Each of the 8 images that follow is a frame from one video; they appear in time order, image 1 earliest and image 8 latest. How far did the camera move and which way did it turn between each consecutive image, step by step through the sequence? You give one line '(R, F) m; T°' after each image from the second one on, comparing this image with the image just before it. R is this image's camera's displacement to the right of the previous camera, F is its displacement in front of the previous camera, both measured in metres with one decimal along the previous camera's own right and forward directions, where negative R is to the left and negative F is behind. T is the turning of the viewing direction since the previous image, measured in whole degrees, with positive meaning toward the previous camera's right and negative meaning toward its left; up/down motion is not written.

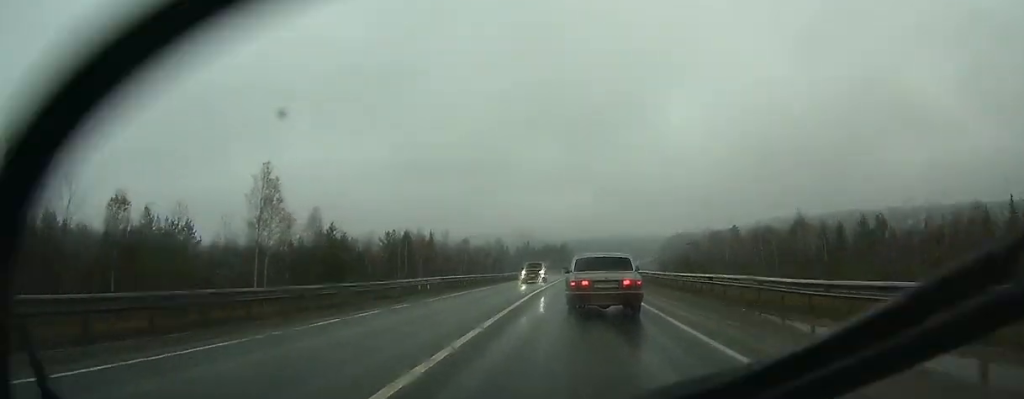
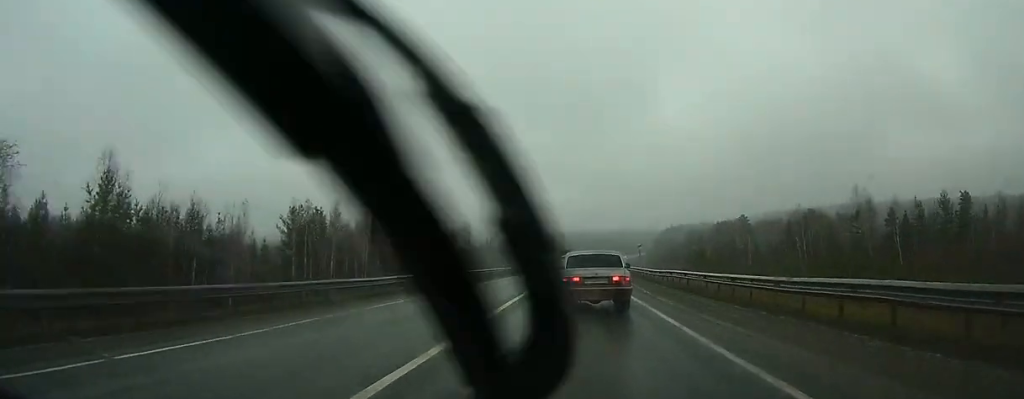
(+0.4, +35.9) m; +1°
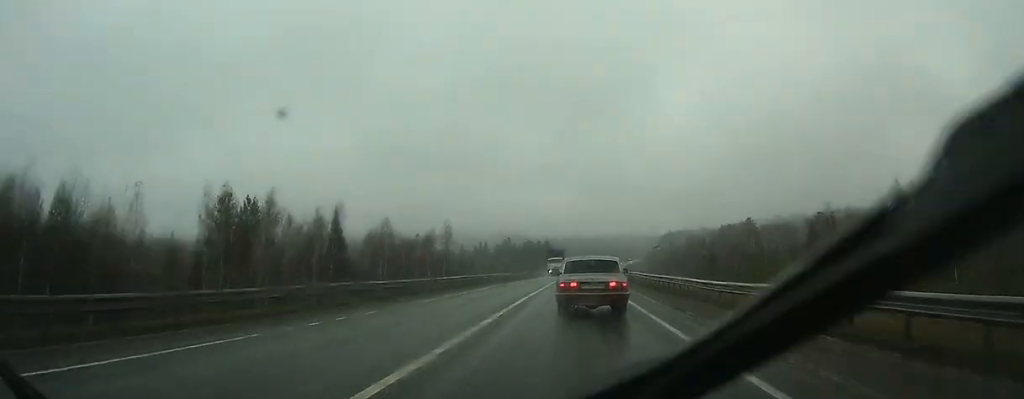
(+0.2, +16.6) m; 0°
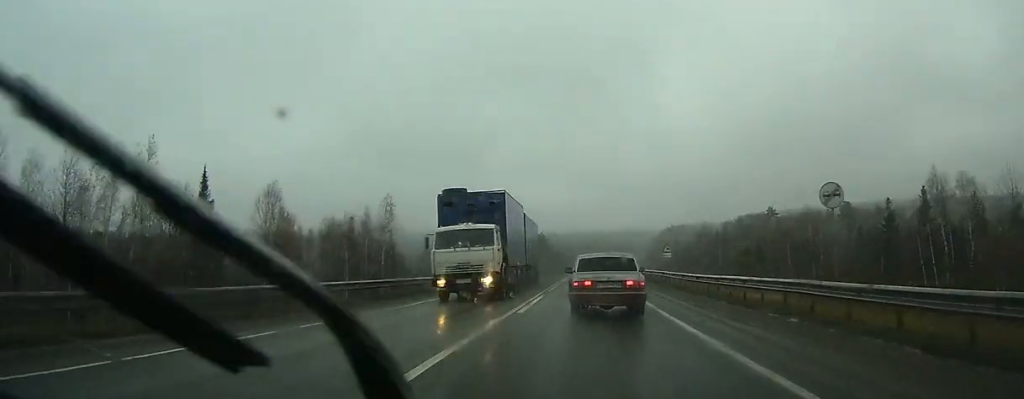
(+0.2, +34.8) m; 0°
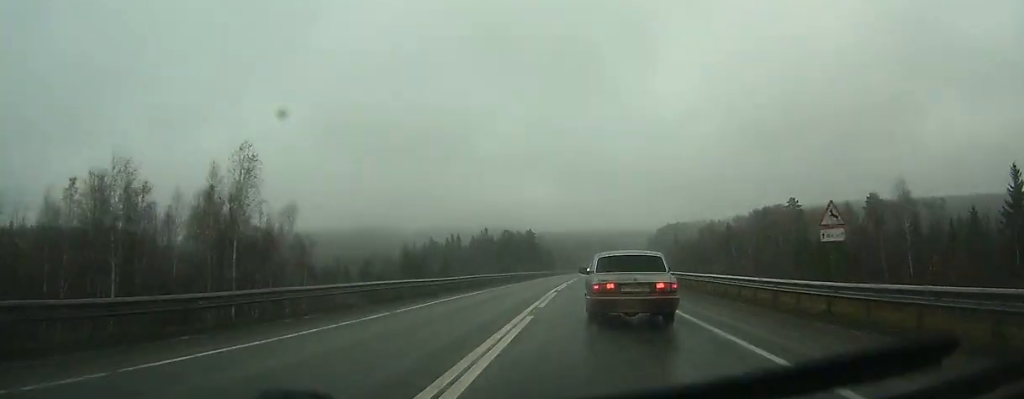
(0.0, +32.9) m; 0°
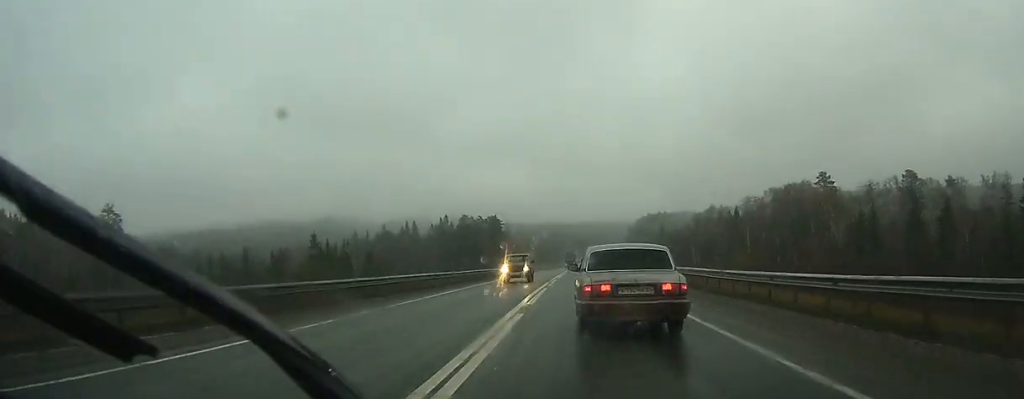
(+0.5, +48.0) m; +2°
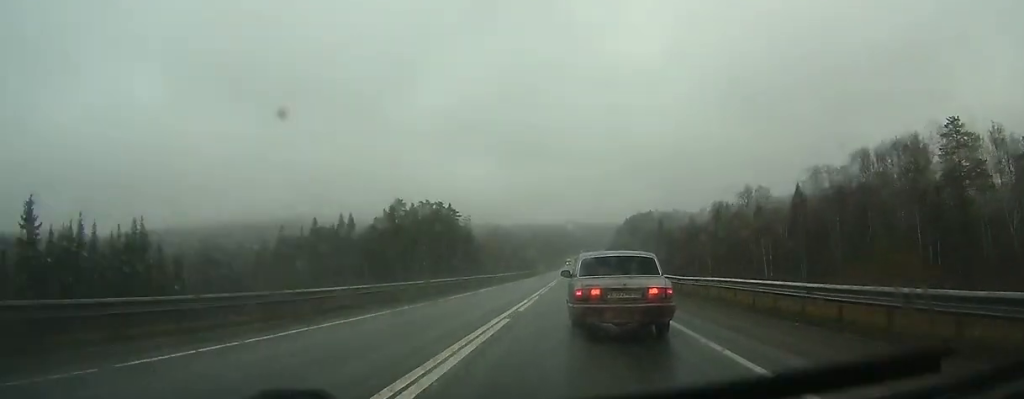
(+2.1, +72.3) m; +3°
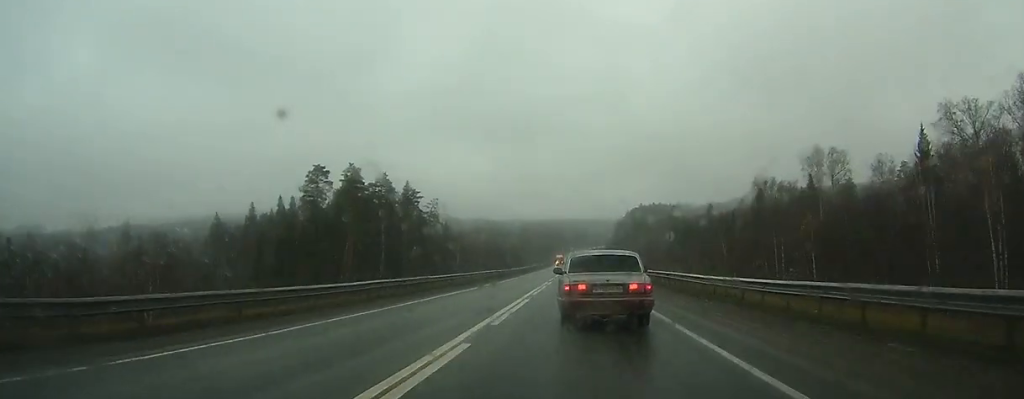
(+0.2, +53.0) m; 0°
